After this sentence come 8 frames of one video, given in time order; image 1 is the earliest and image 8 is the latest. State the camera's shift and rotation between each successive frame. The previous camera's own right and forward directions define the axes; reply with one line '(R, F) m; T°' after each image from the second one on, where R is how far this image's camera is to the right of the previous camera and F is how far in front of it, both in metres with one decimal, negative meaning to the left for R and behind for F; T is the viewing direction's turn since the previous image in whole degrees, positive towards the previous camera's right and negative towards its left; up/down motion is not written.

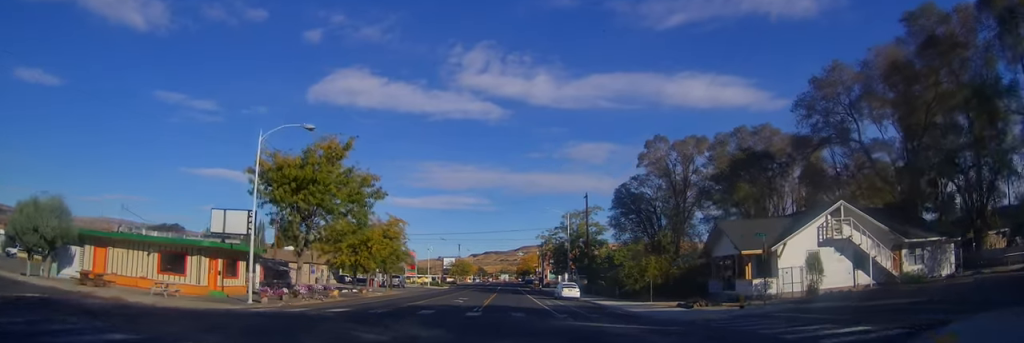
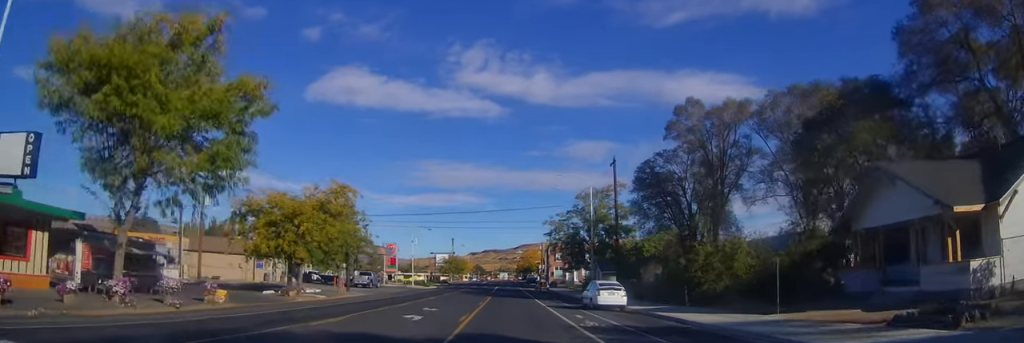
(0.0, +18.3) m; 0°
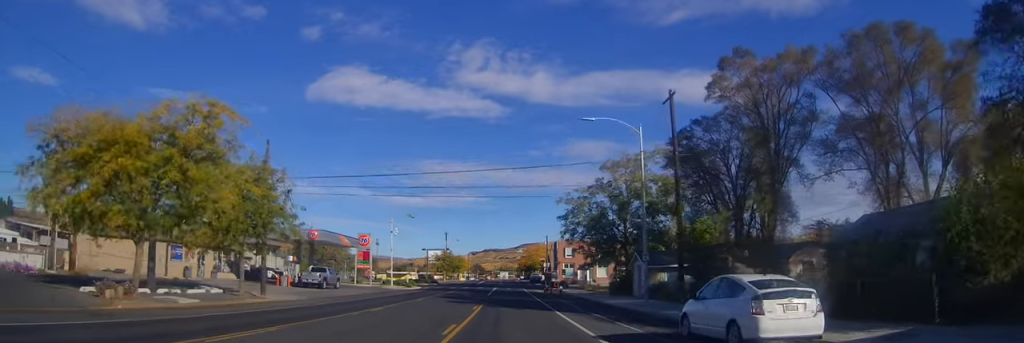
(0.0, +18.1) m; 0°
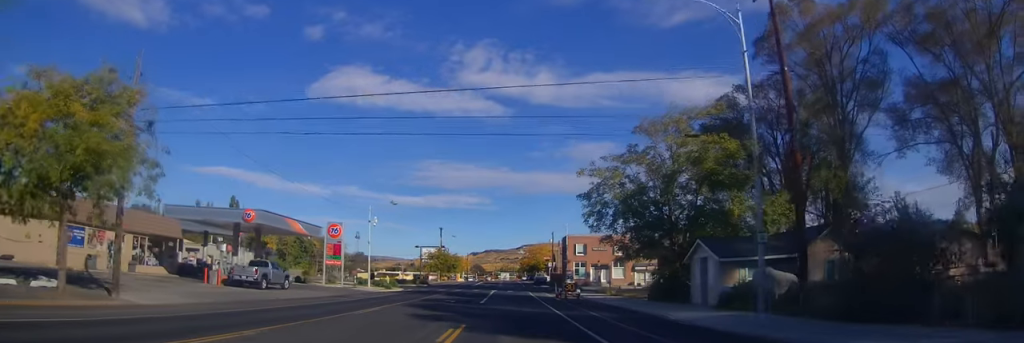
(0.0, +13.6) m; 0°
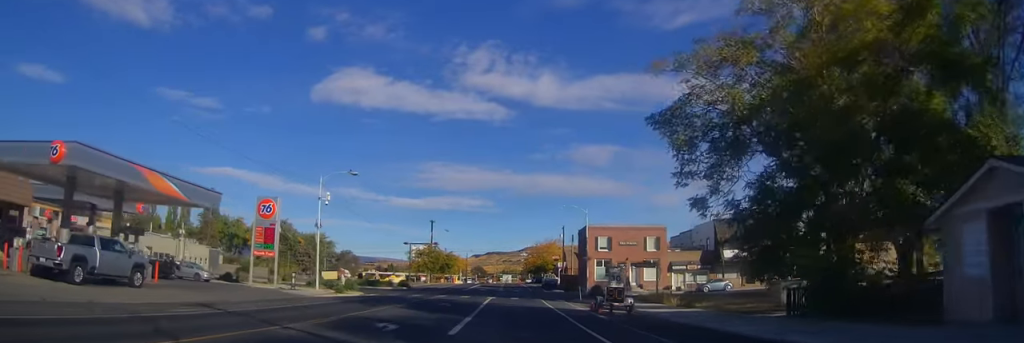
(0.0, +18.6) m; 0°
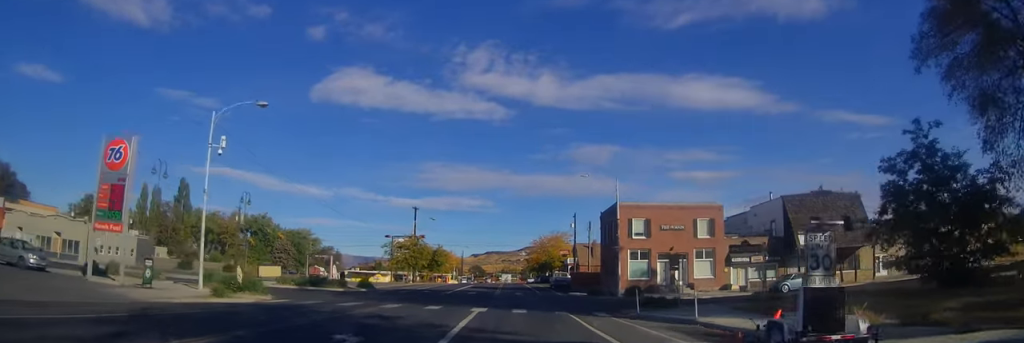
(0.0, +18.5) m; 0°
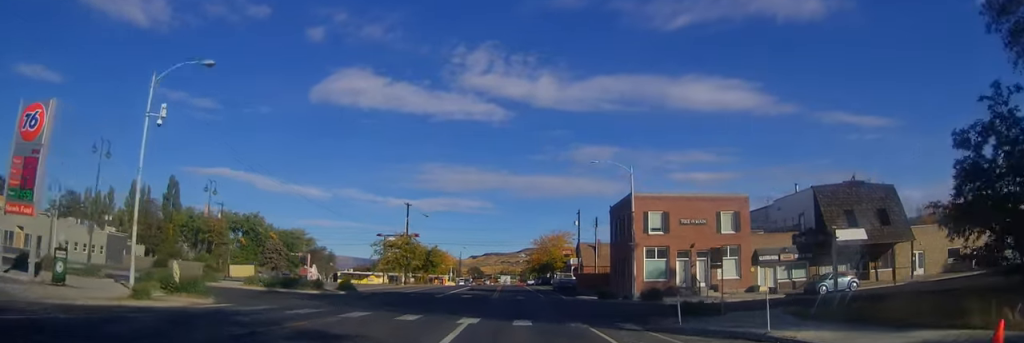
(0.0, +5.9) m; 0°
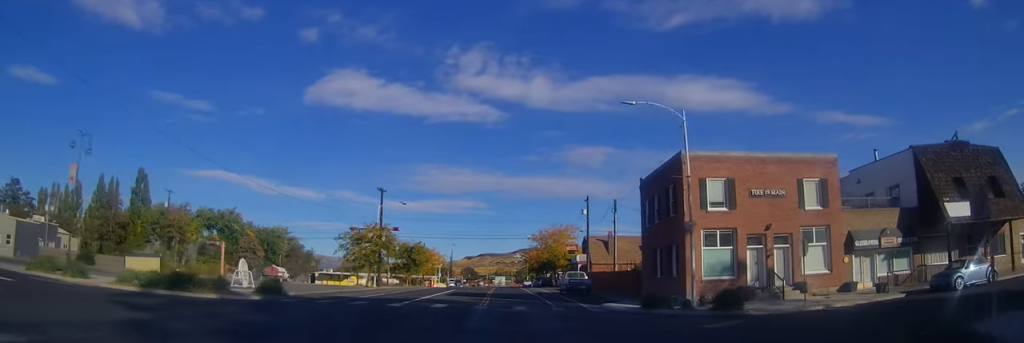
(0.0, +14.0) m; +1°
